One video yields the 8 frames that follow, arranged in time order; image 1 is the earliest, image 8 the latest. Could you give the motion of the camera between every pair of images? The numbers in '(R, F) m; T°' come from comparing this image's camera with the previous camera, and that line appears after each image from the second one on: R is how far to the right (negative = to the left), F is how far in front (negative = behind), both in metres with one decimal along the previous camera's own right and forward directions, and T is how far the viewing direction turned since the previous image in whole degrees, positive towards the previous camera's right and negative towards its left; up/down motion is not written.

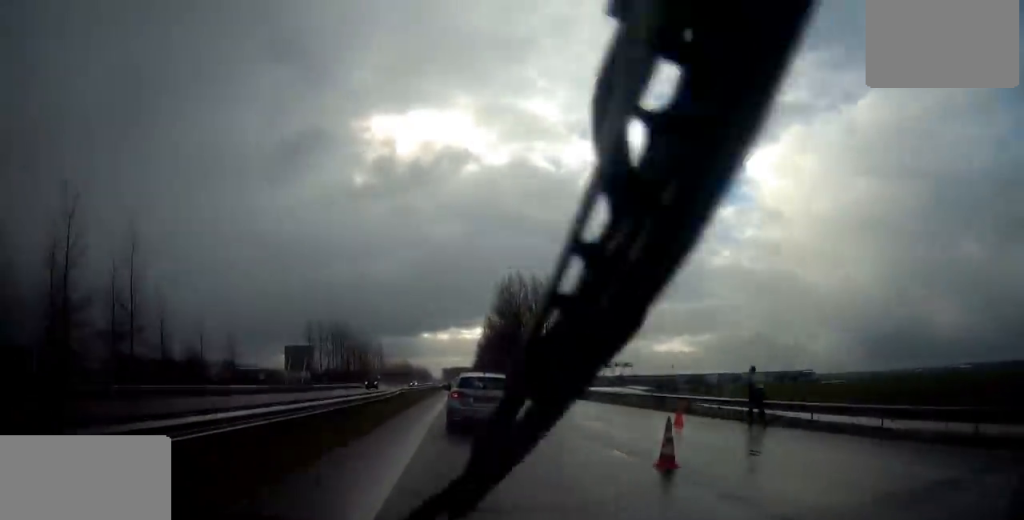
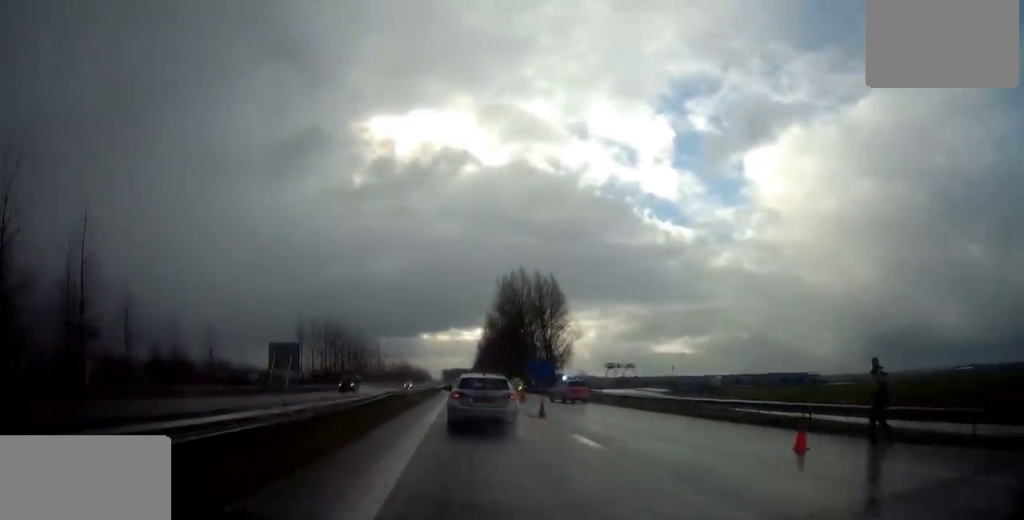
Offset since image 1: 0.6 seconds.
(+0.1, +8.0) m; -1°
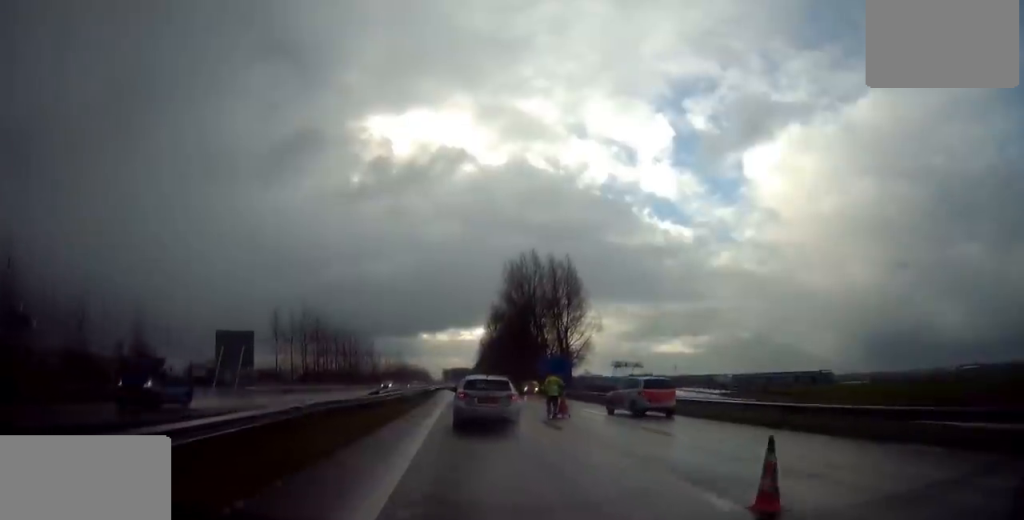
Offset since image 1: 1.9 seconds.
(-0.4, +18.8) m; +1°
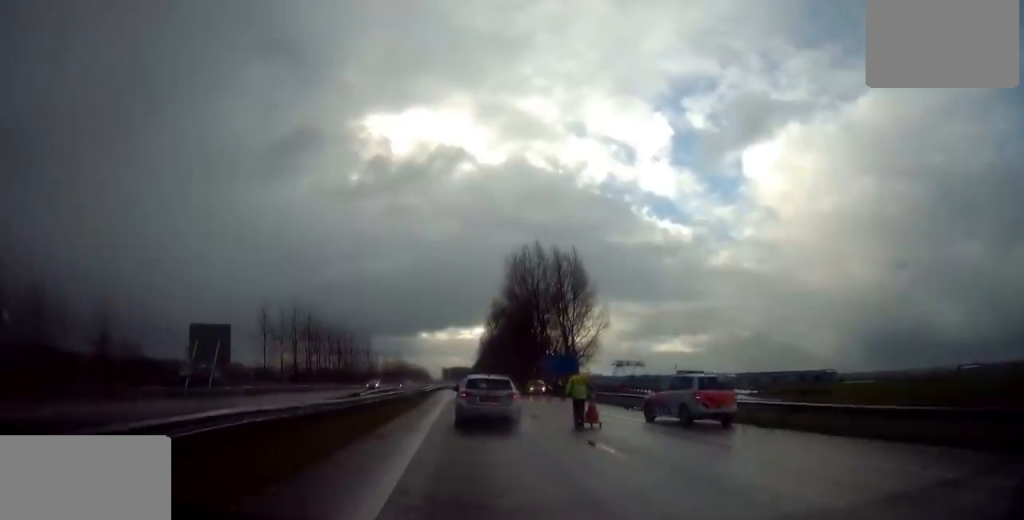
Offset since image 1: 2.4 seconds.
(+0.1, +6.5) m; +1°
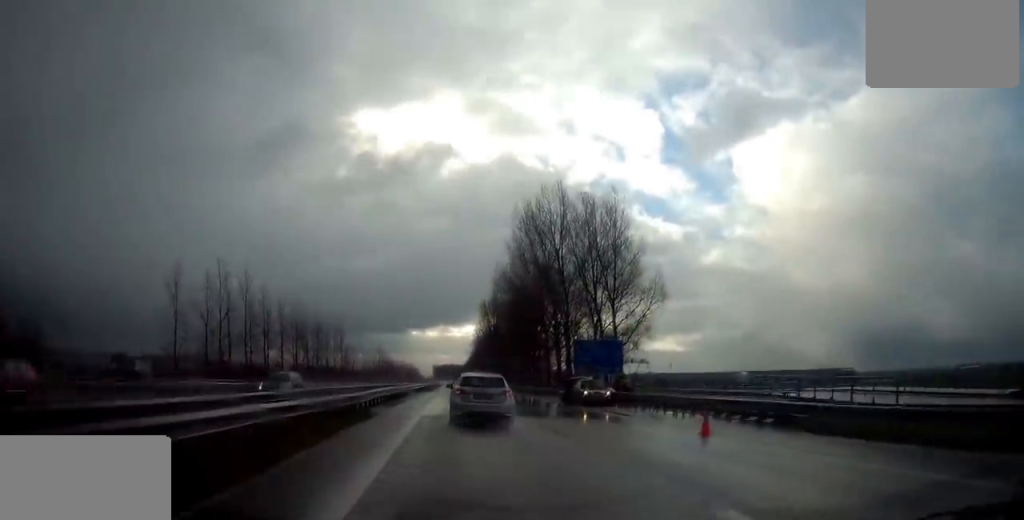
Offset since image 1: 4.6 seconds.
(-0.8, +32.0) m; -2°
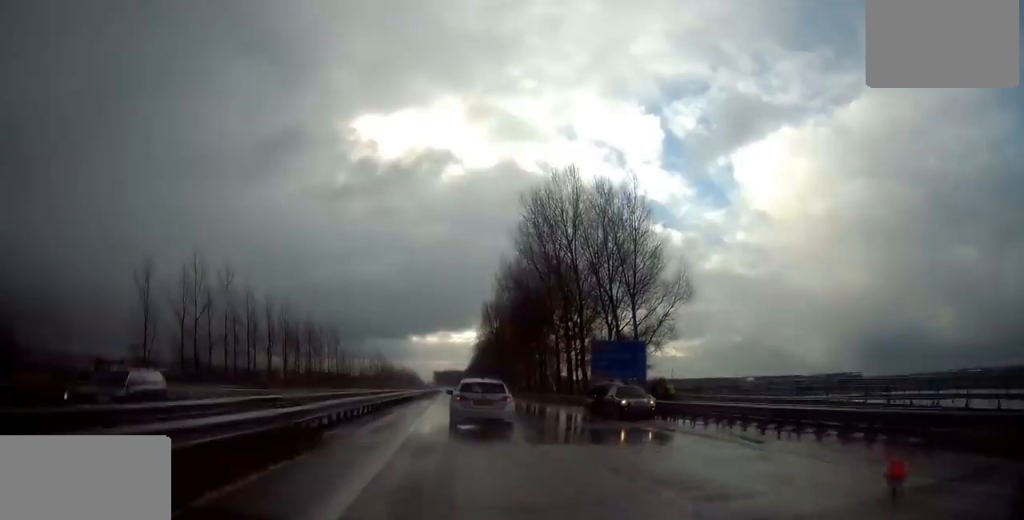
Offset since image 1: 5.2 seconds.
(+0.3, +7.9) m; 0°
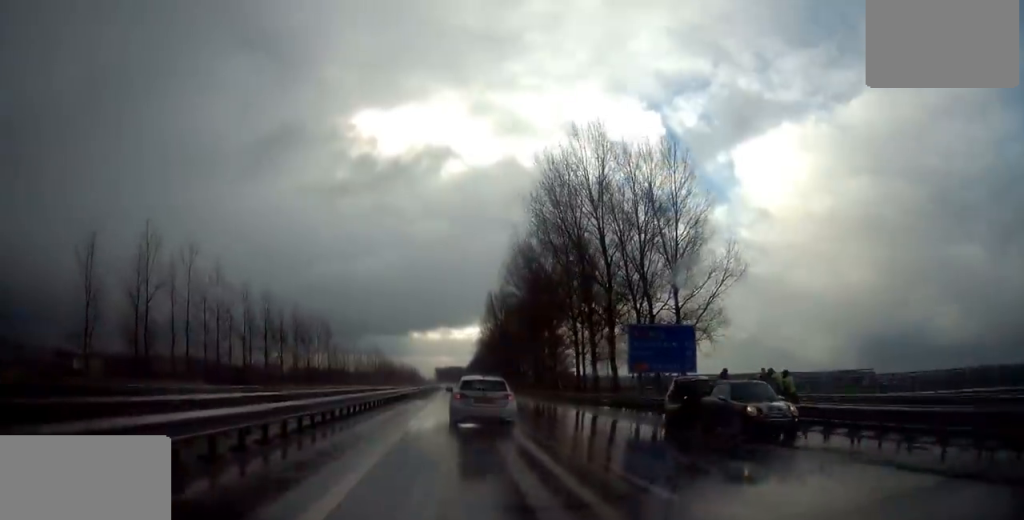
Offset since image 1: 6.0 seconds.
(-0.1, +12.0) m; 0°
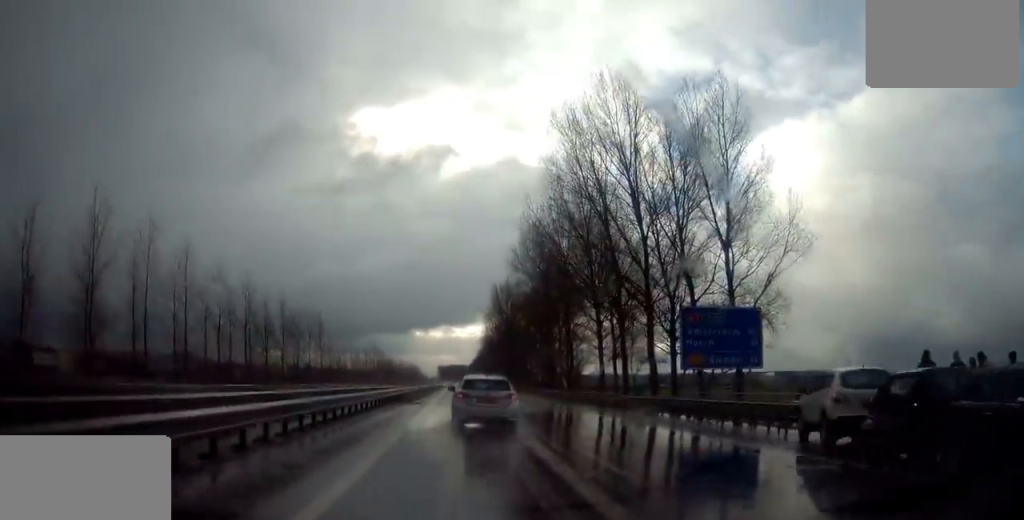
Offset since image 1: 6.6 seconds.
(-0.2, +10.2) m; 0°
